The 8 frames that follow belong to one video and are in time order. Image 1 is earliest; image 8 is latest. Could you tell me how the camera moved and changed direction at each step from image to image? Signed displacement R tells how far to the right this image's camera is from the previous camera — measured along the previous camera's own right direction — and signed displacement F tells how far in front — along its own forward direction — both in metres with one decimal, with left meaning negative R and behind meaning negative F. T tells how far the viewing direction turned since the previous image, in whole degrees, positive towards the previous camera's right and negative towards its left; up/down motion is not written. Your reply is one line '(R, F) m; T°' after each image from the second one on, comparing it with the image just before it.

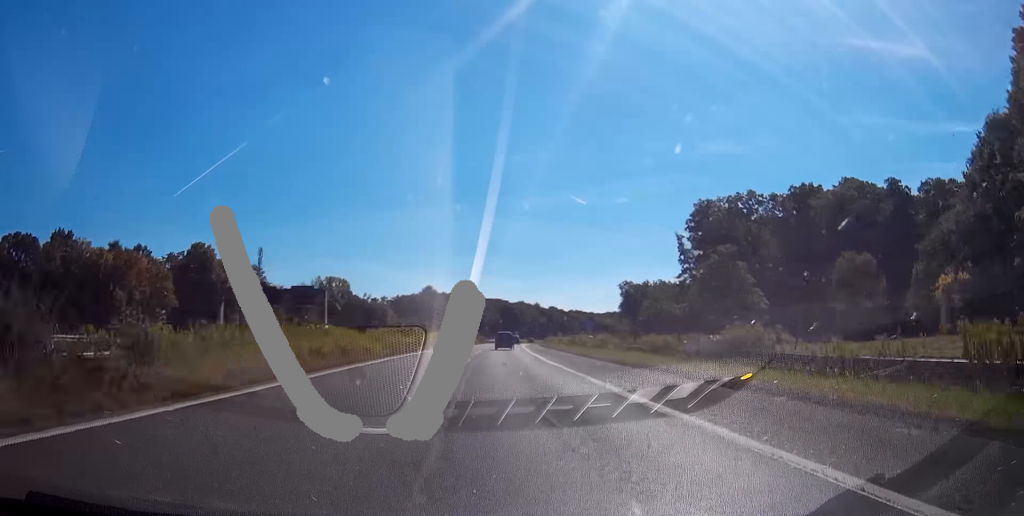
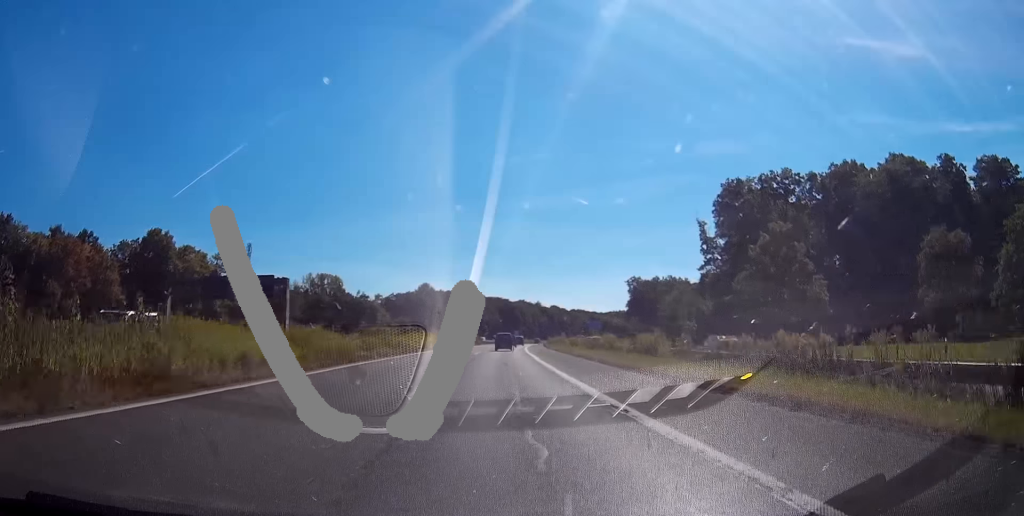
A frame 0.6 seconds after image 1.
(0.0, +17.0) m; 0°
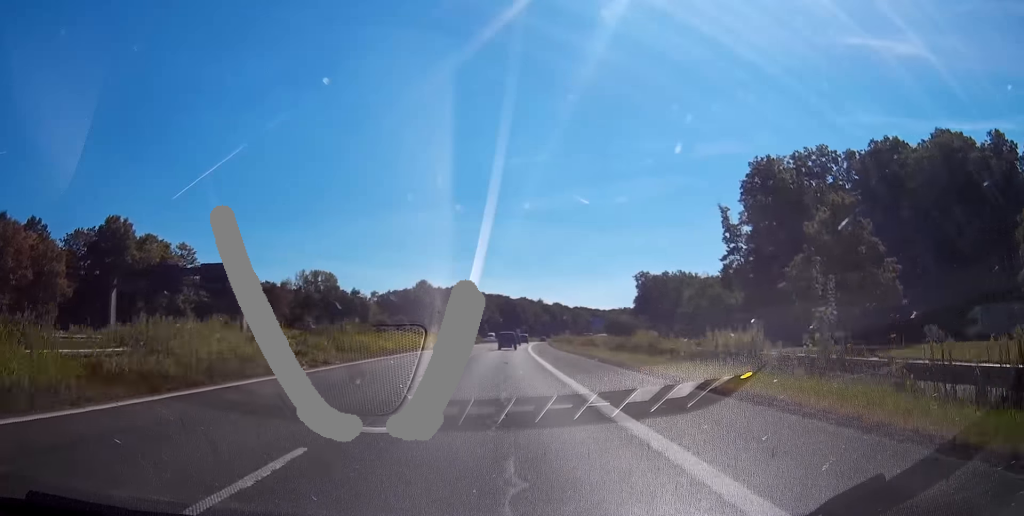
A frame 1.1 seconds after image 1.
(0.0, +13.4) m; 0°
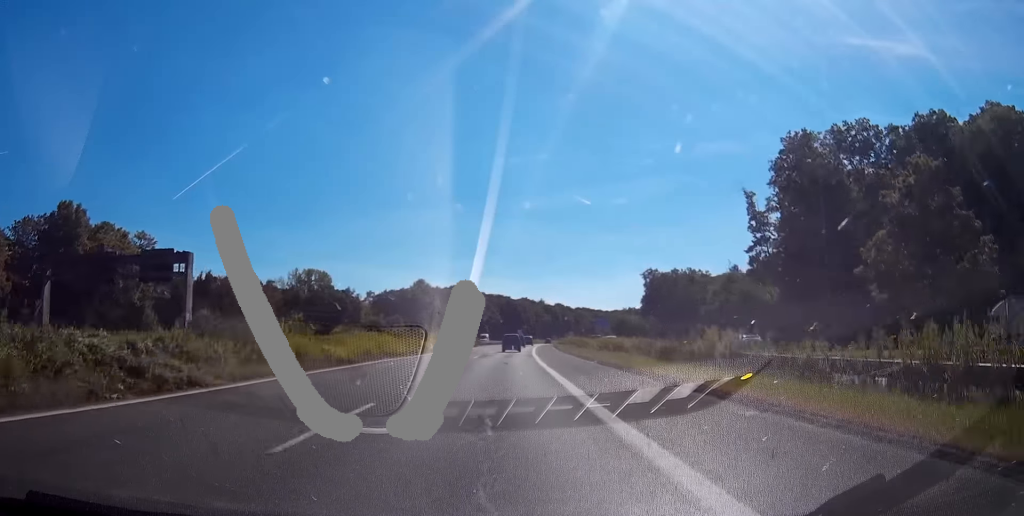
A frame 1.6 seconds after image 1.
(0.0, +12.4) m; 0°
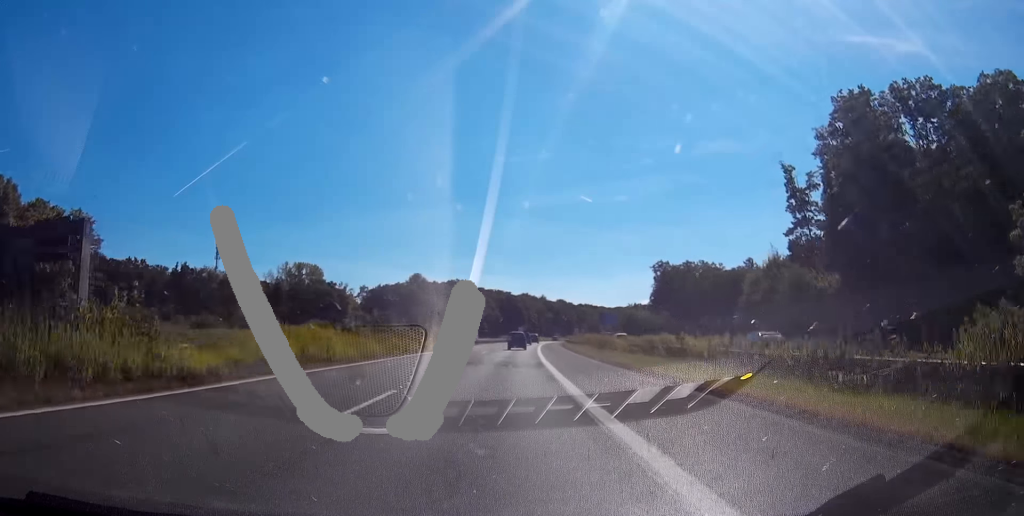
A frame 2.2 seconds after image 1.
(0.0, +15.0) m; +1°
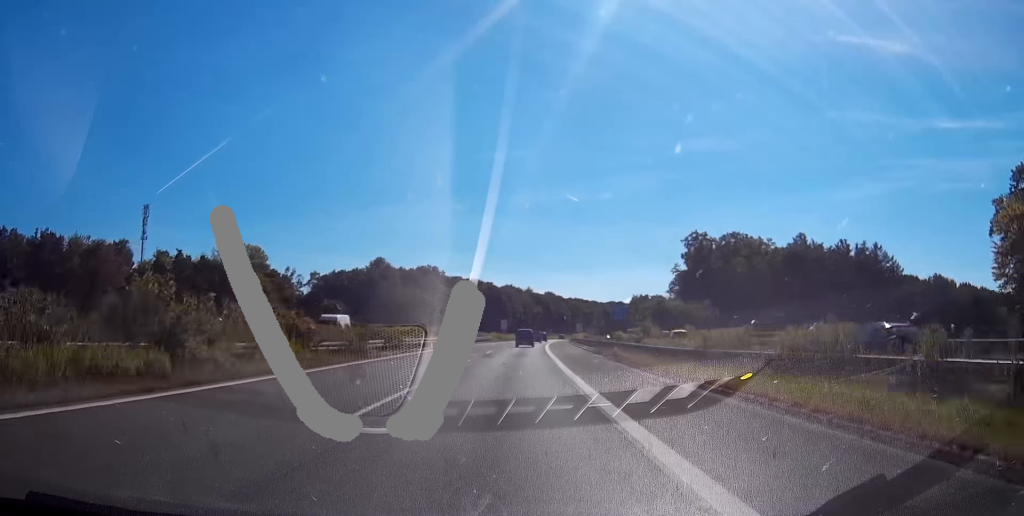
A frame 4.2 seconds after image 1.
(+1.4, +53.1) m; +3°
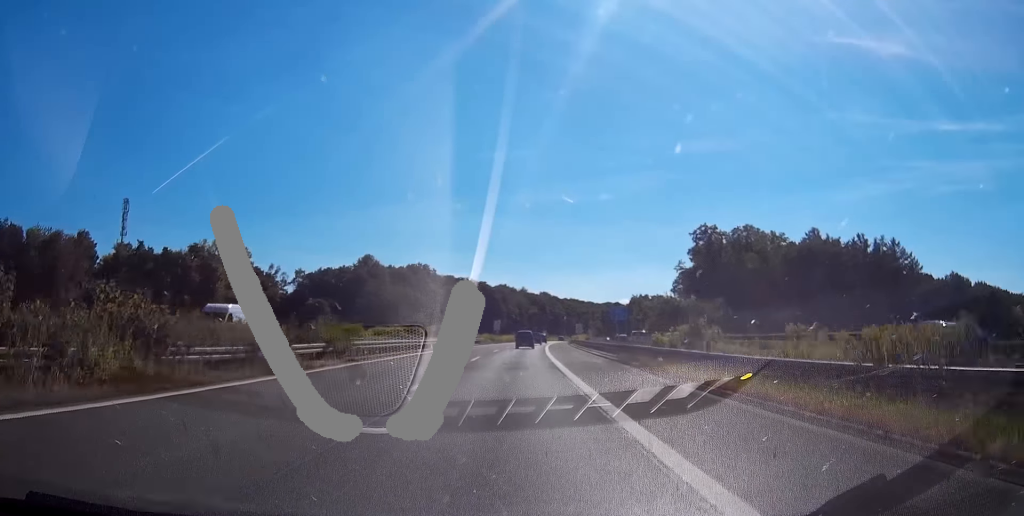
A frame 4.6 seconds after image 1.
(+0.1, +11.2) m; 0°
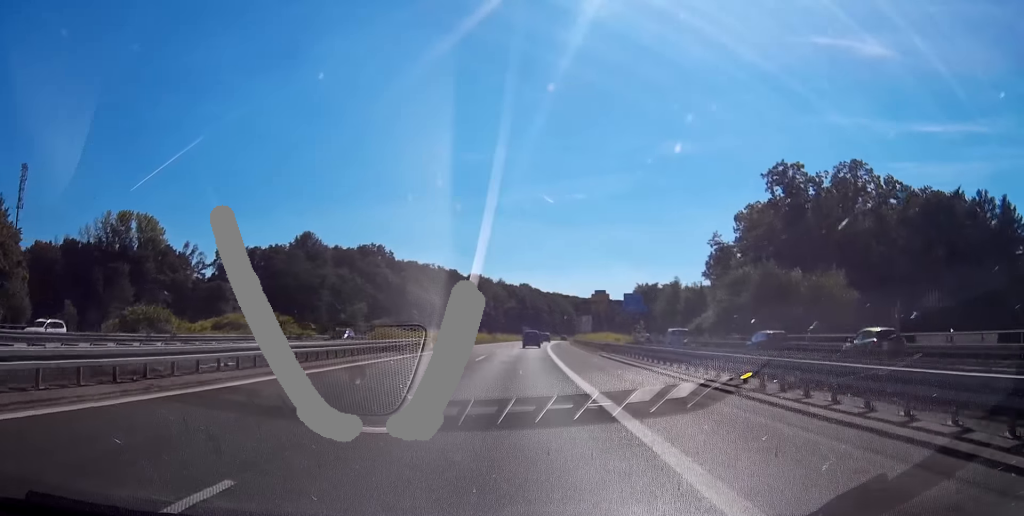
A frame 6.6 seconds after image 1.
(+0.7, +50.6) m; +1°
